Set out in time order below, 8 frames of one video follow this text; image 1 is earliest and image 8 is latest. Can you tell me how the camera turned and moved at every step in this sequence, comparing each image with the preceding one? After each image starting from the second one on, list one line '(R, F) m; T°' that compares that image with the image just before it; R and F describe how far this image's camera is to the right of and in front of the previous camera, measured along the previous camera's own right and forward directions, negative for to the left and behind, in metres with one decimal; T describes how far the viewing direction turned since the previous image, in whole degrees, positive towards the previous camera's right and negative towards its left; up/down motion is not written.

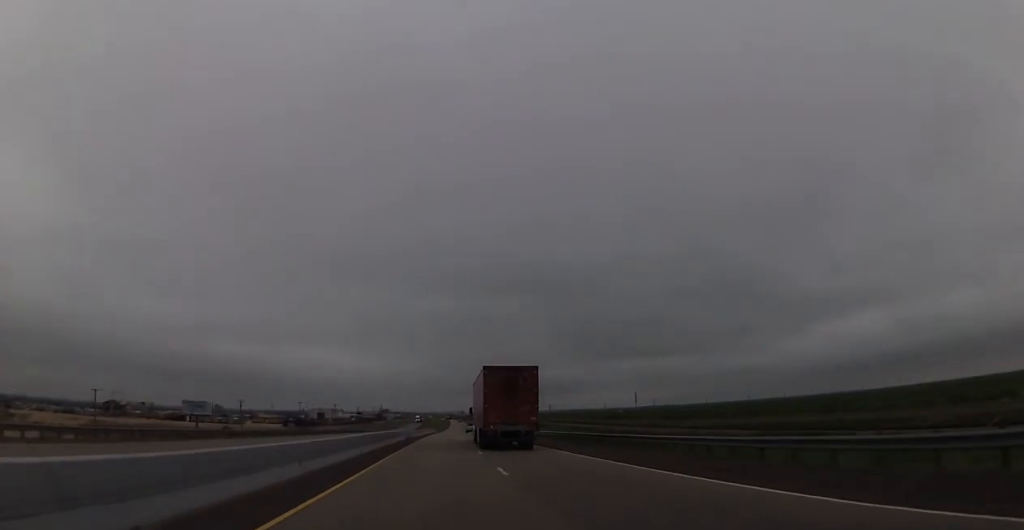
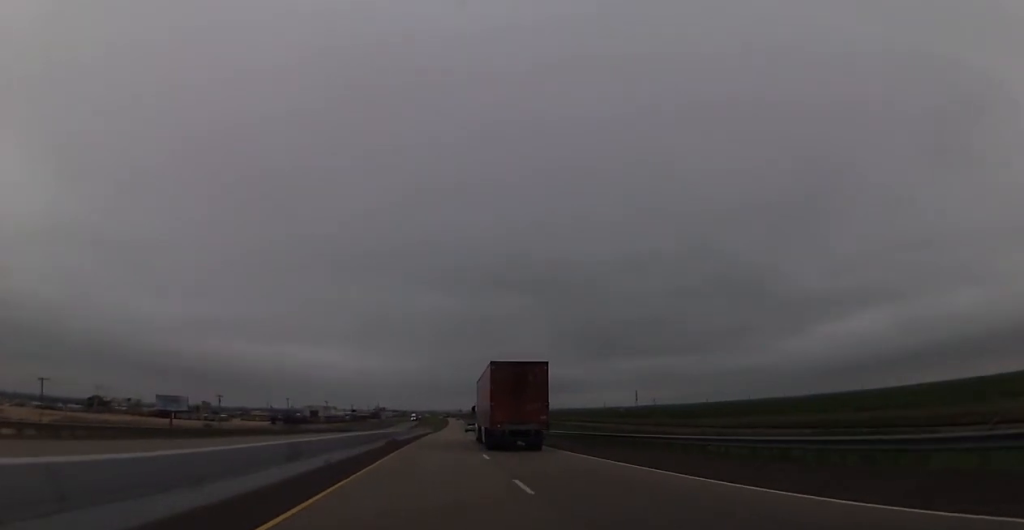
(0.0, +16.7) m; 0°
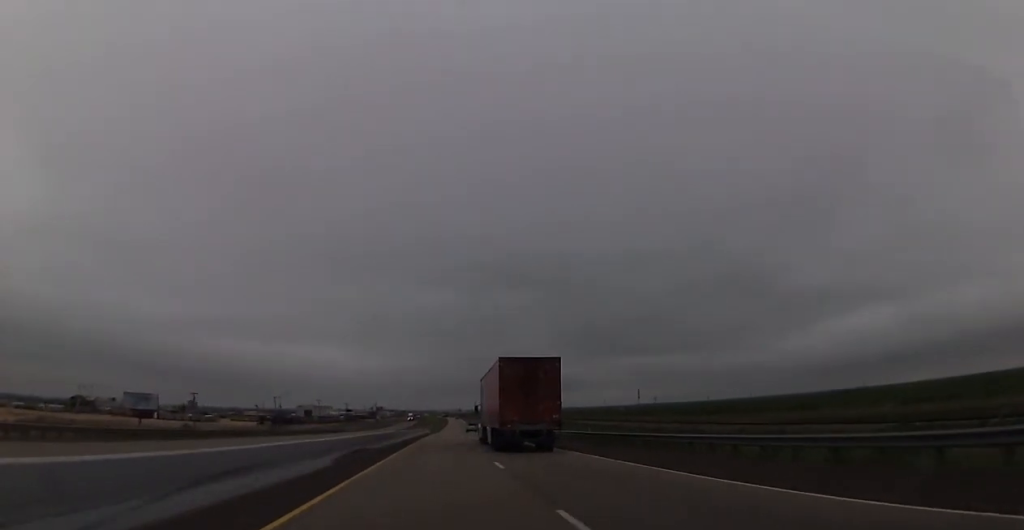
(0.0, +17.9) m; 0°
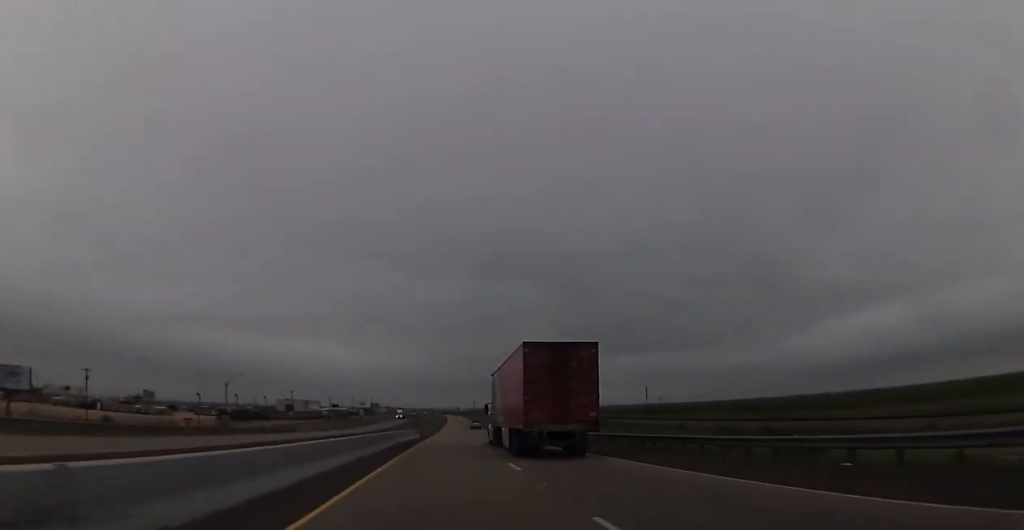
(-0.2, +50.1) m; 0°
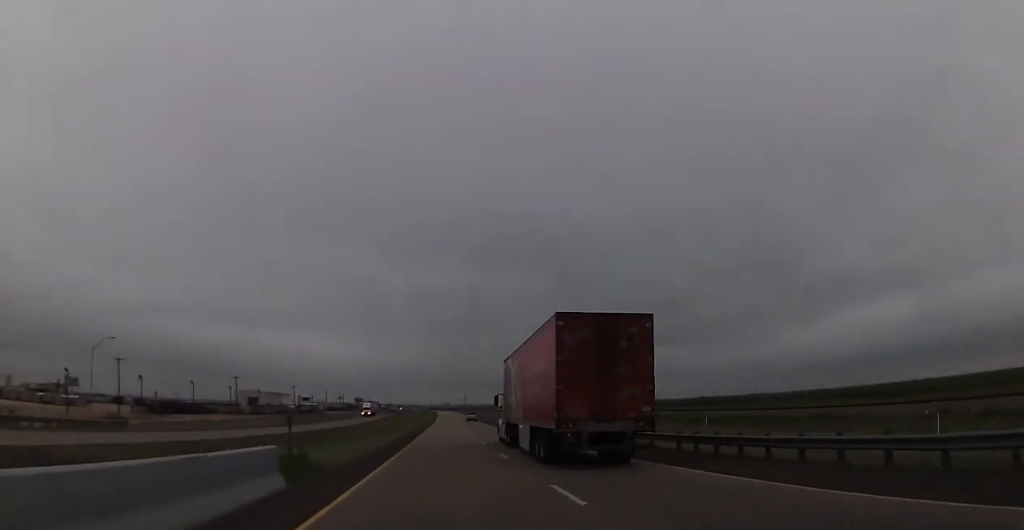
(+0.9, +57.2) m; +2°
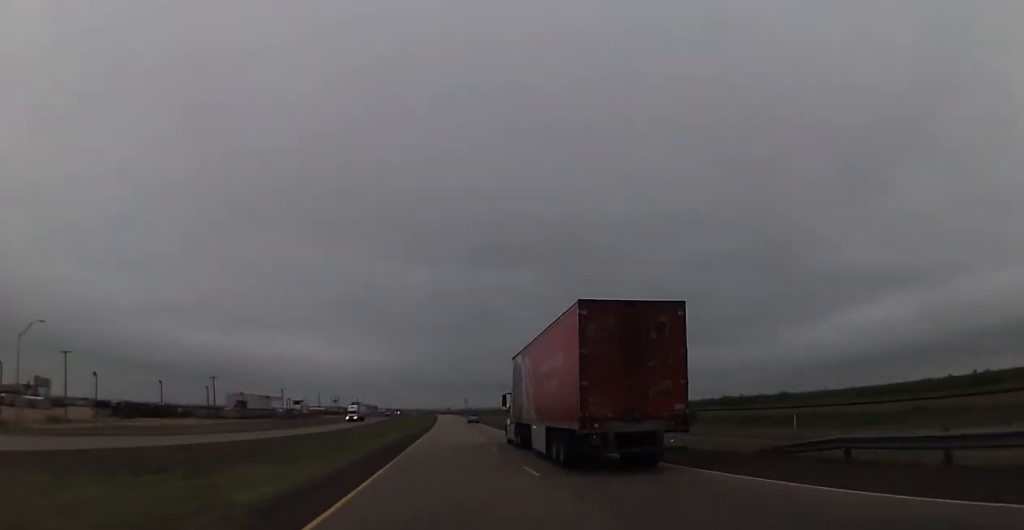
(0.0, +19.1) m; 0°
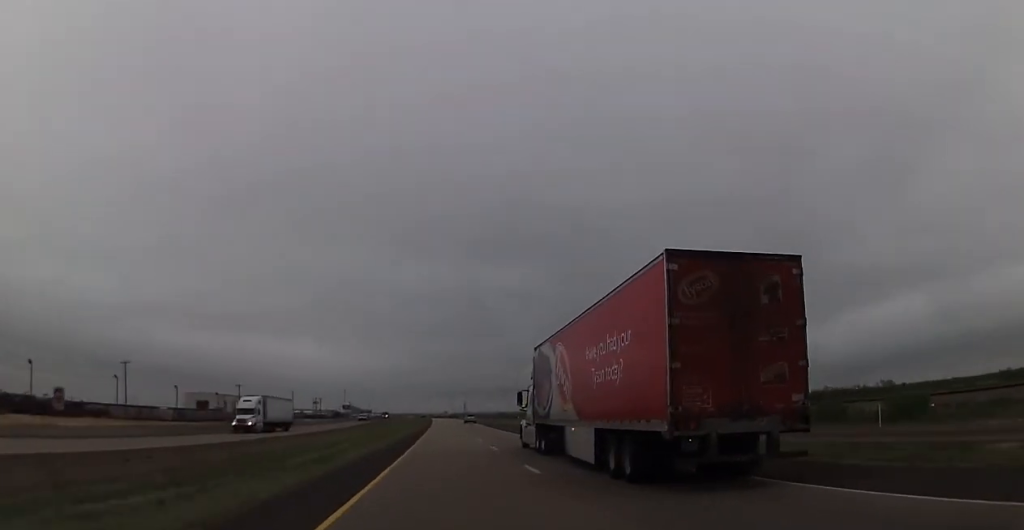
(-0.5, +48.8) m; -1°
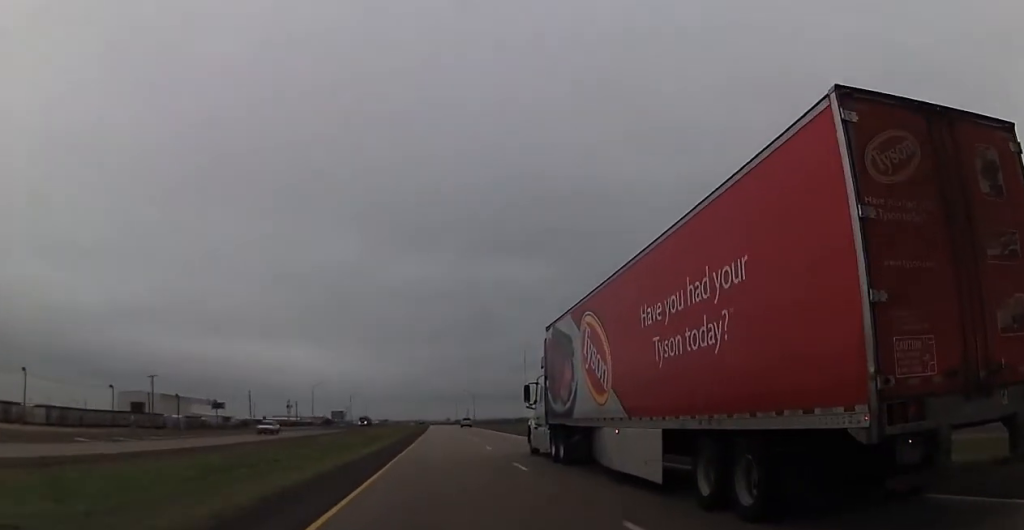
(+0.5, +60.3) m; +1°
